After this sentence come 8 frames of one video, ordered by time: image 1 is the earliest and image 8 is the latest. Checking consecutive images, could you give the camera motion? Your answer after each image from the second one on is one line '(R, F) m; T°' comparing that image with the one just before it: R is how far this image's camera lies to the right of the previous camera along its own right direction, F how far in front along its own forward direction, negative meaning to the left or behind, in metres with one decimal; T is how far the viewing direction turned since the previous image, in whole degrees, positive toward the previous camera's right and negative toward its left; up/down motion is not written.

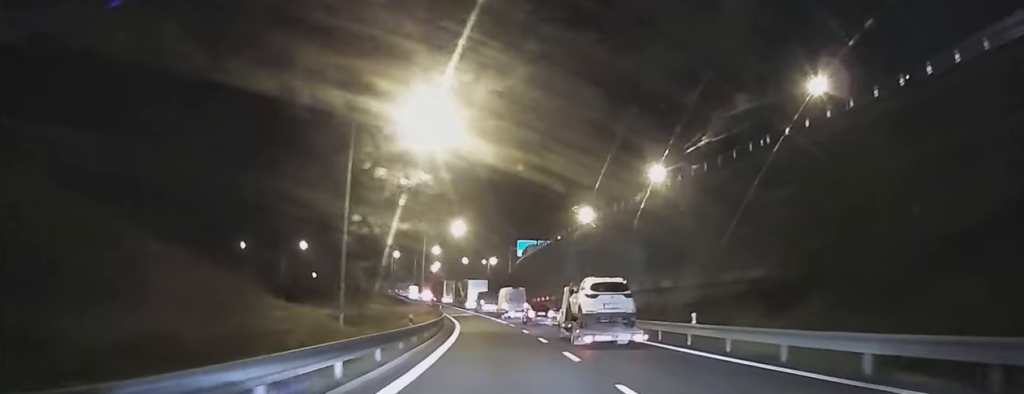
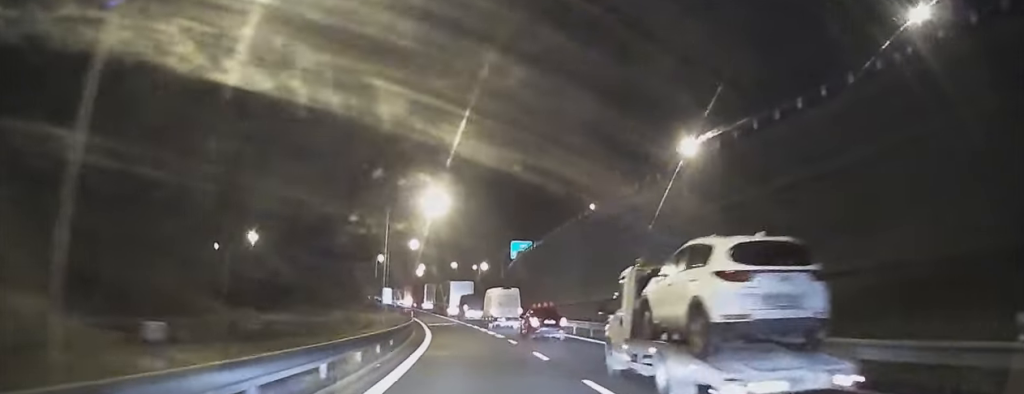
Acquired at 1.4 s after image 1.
(-0.5, +15.4) m; -1°
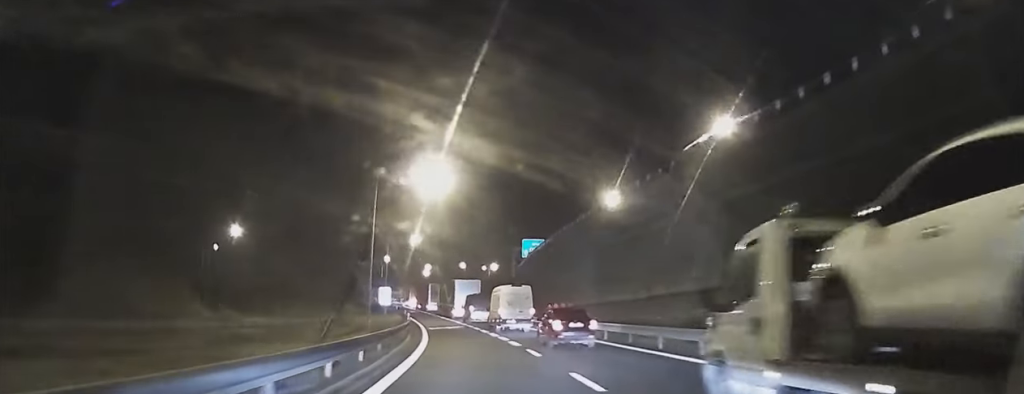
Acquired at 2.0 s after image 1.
(+0.2, +7.4) m; 0°
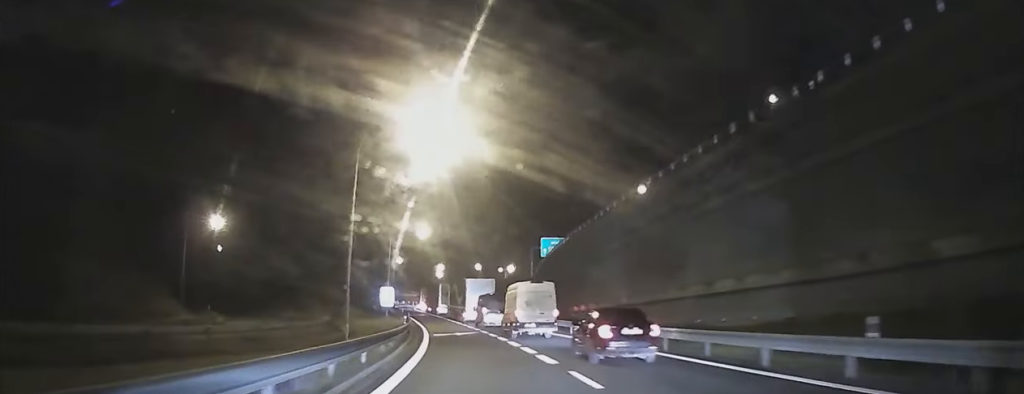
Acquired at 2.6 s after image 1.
(+0.9, +8.0) m; 0°
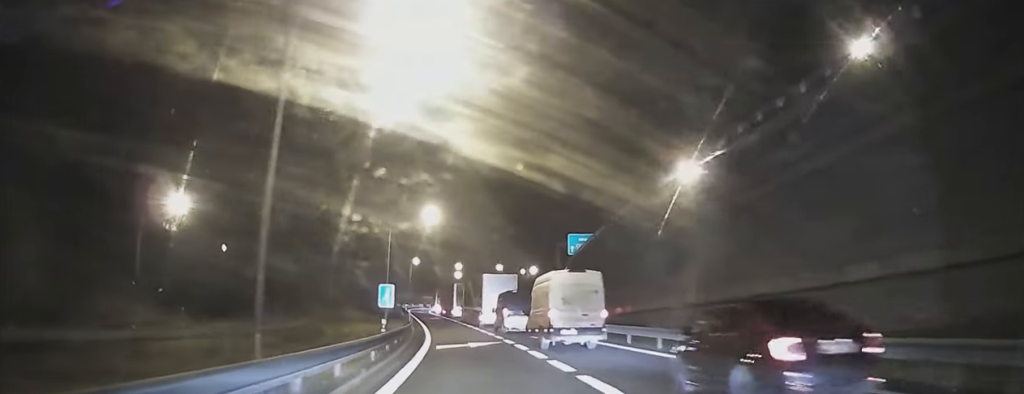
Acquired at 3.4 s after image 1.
(-1.3, +10.9) m; 0°
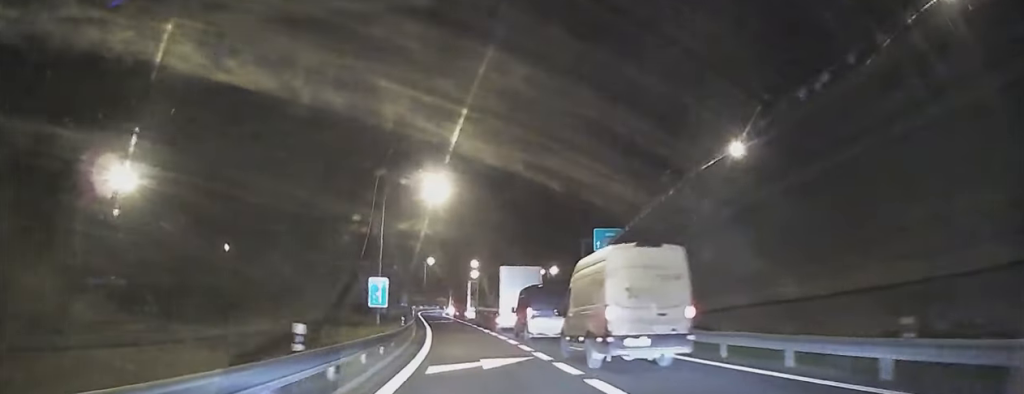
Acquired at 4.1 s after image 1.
(+0.4, +9.5) m; 0°
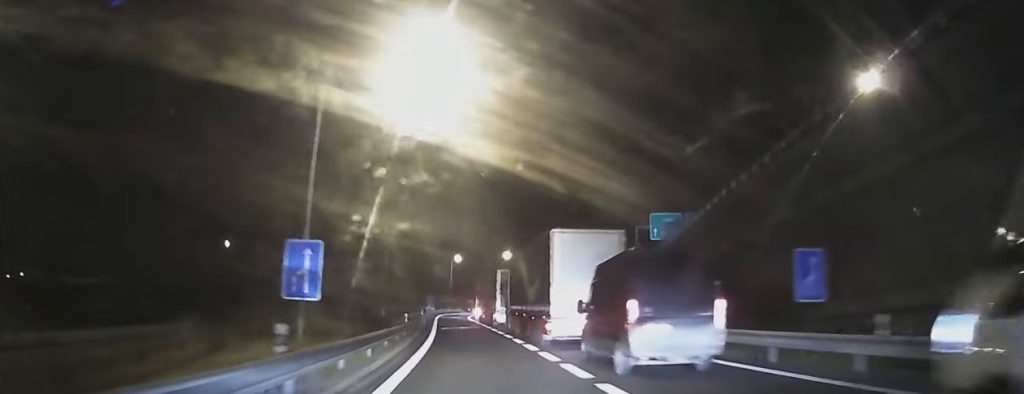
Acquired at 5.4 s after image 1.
(-0.4, +18.8) m; -5°
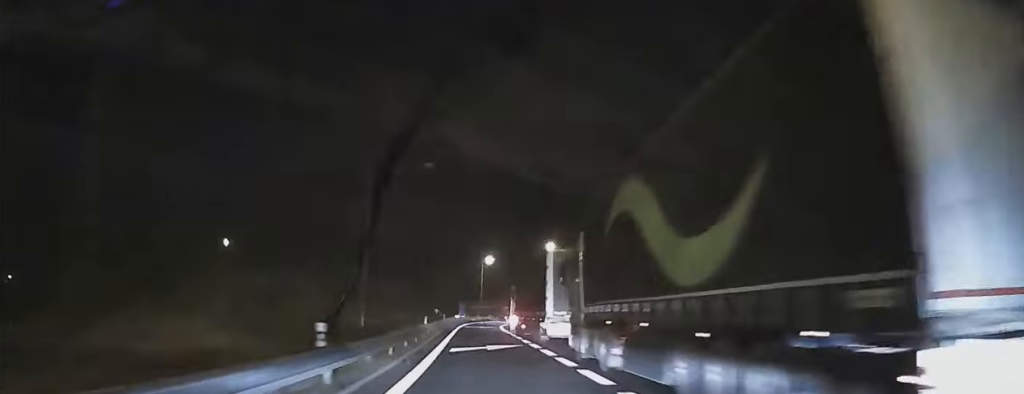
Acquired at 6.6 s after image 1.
(-0.5, +18.7) m; -1°
